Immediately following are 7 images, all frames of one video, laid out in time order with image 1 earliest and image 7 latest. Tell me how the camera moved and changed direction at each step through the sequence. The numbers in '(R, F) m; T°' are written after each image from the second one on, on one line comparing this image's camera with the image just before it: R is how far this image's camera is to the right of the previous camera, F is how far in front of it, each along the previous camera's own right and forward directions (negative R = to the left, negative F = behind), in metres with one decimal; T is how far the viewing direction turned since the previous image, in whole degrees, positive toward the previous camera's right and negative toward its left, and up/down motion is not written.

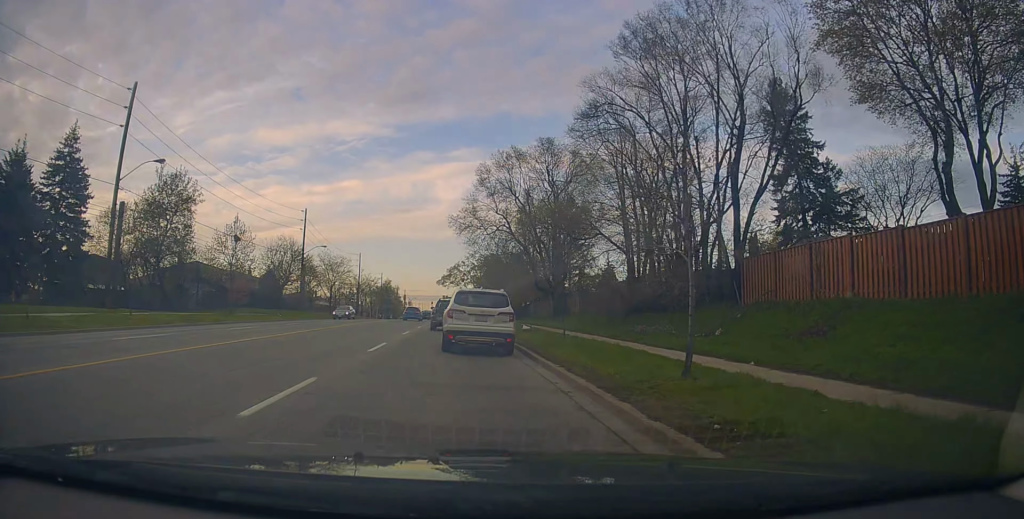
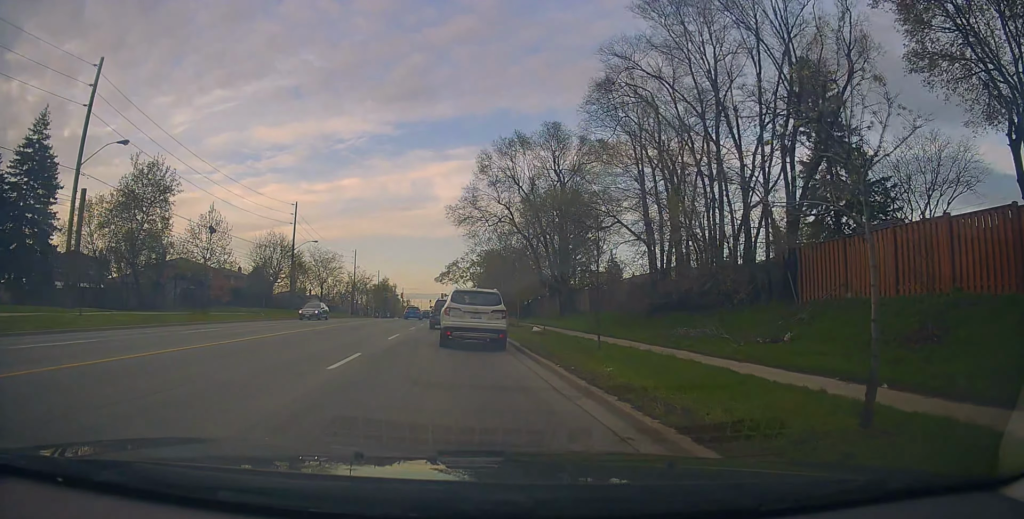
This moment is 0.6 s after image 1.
(+0.1, +4.0) m; 0°
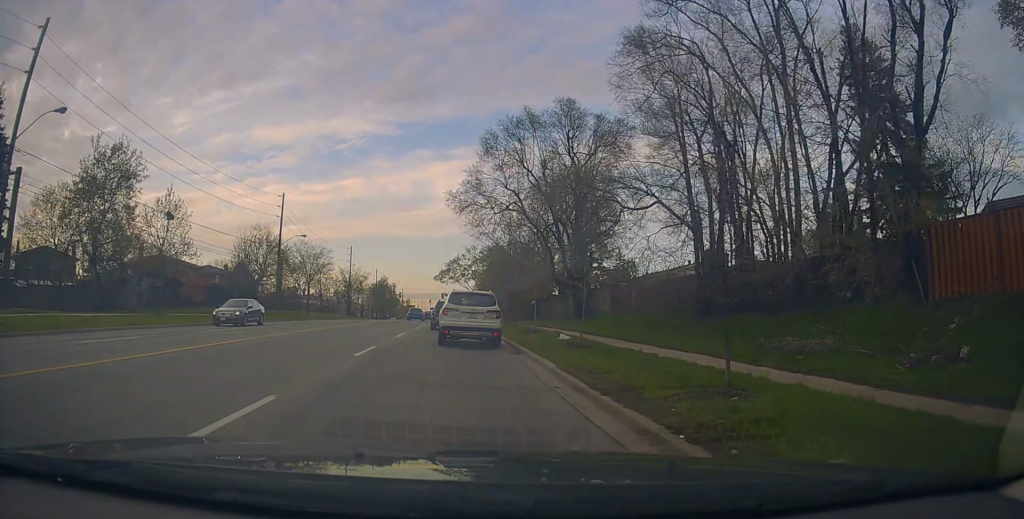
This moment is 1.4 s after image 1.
(-0.2, +6.3) m; -1°
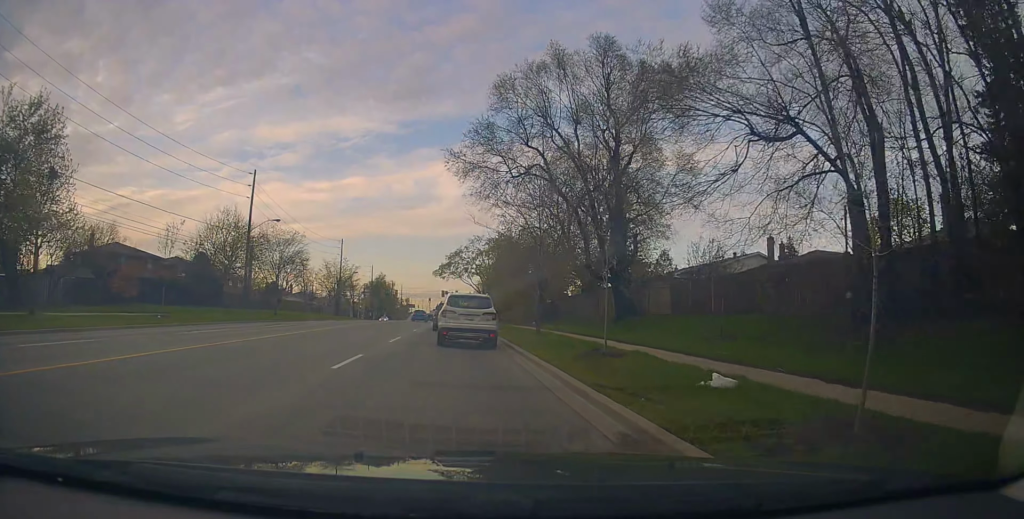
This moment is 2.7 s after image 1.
(0.0, +10.6) m; +1°
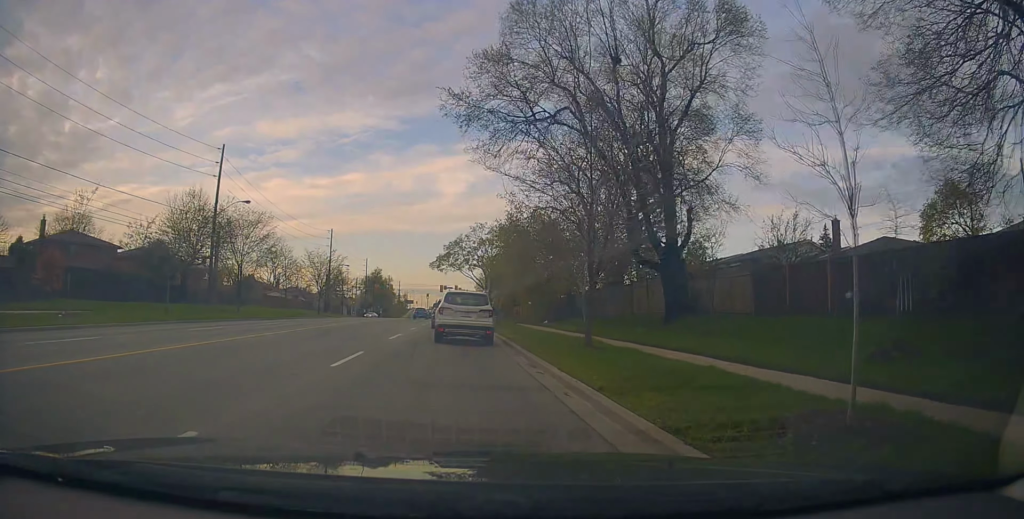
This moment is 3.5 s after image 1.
(+0.1, +8.1) m; 0°
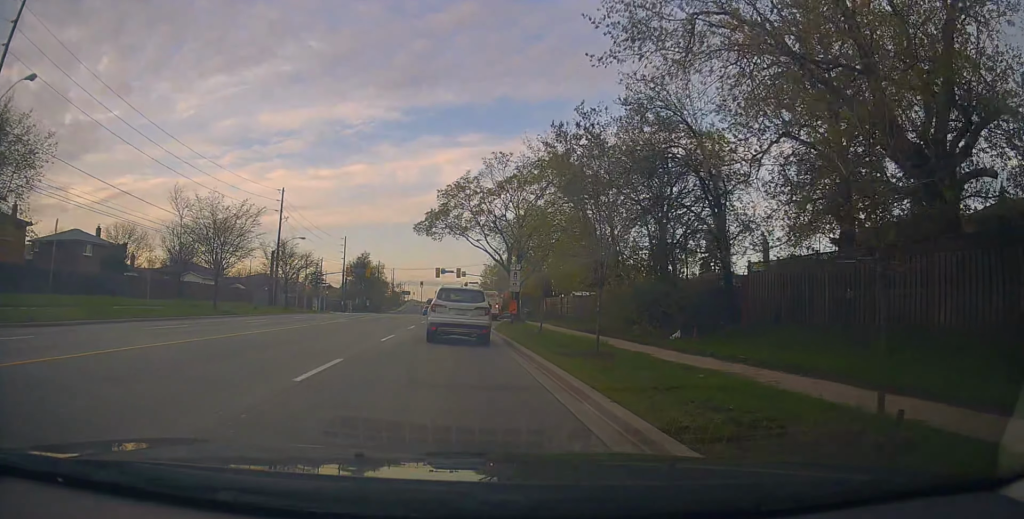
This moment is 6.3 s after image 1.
(-0.9, +29.4) m; -1°
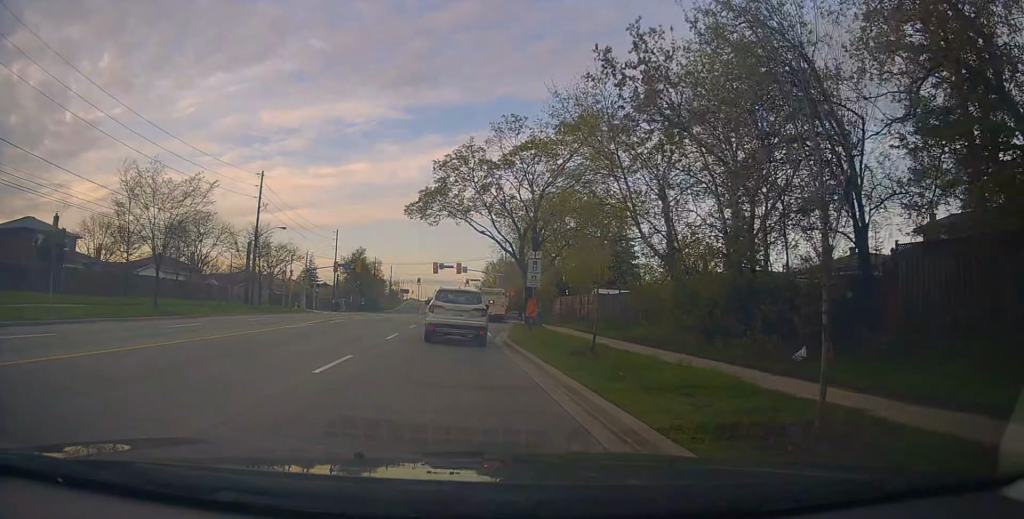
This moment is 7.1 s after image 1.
(+0.1, +8.0) m; +1°
